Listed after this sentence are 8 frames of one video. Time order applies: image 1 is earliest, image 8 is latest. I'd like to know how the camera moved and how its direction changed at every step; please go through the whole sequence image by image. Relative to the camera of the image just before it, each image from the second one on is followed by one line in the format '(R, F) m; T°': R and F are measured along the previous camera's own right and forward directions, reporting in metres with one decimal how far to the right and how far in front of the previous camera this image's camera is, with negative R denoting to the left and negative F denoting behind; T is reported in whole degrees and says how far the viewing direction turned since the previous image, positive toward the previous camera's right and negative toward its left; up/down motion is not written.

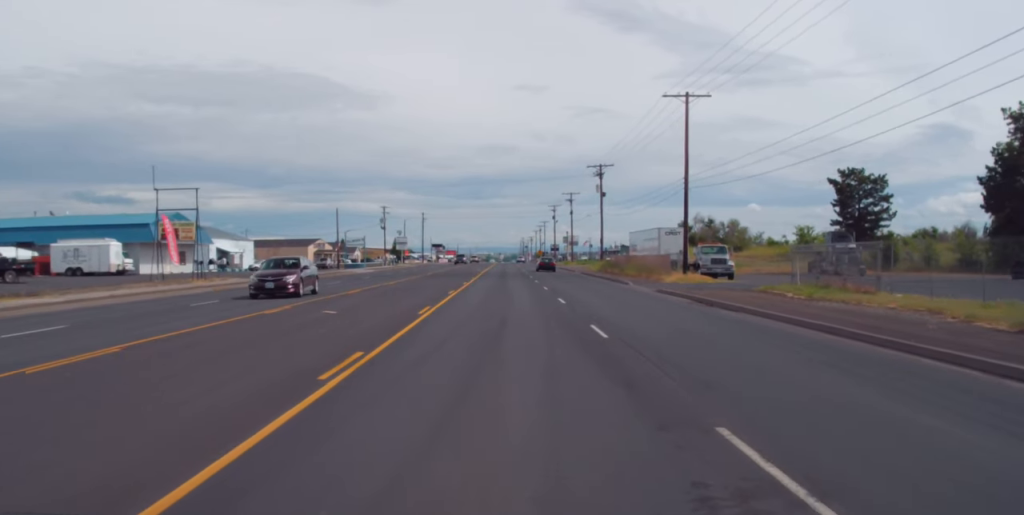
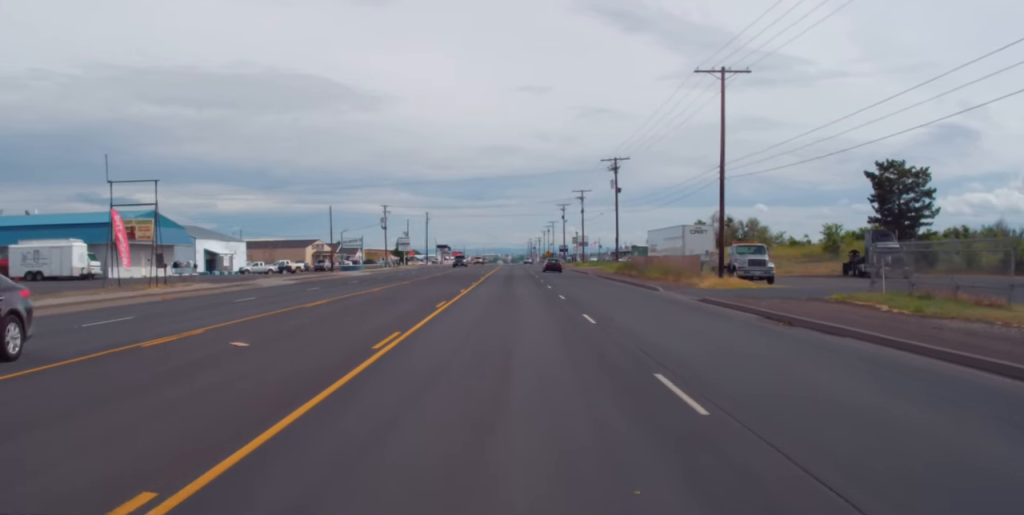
(-0.2, +8.4) m; -1°
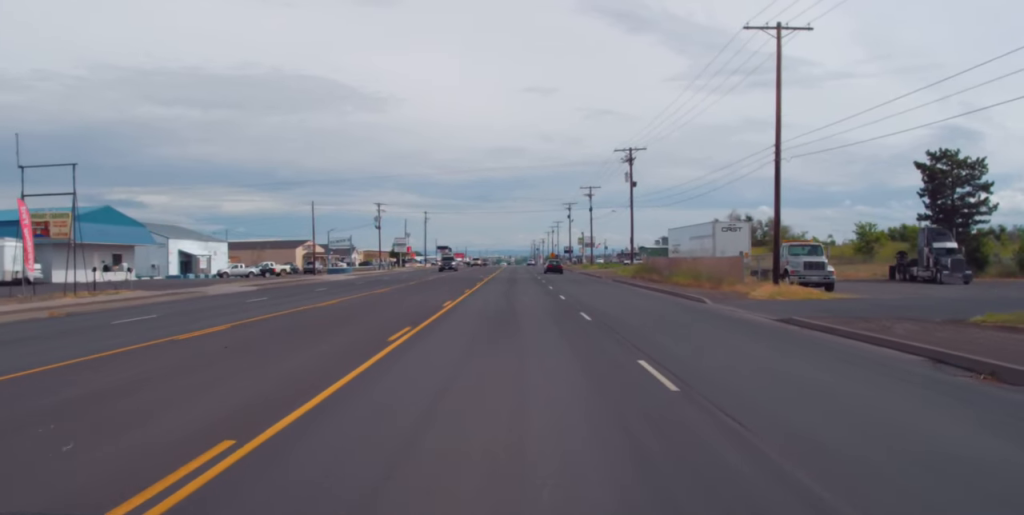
(-0.1, +10.5) m; +1°
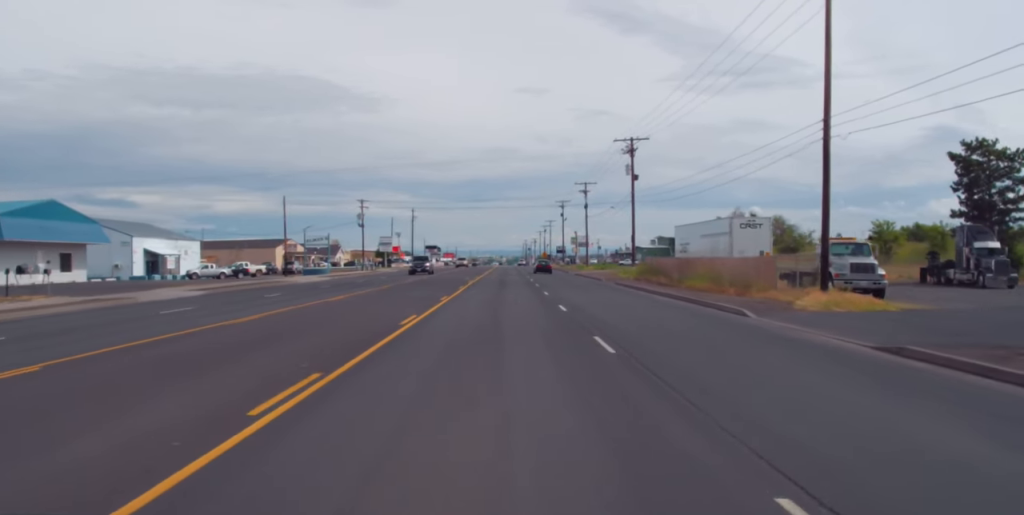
(0.0, +7.8) m; +1°
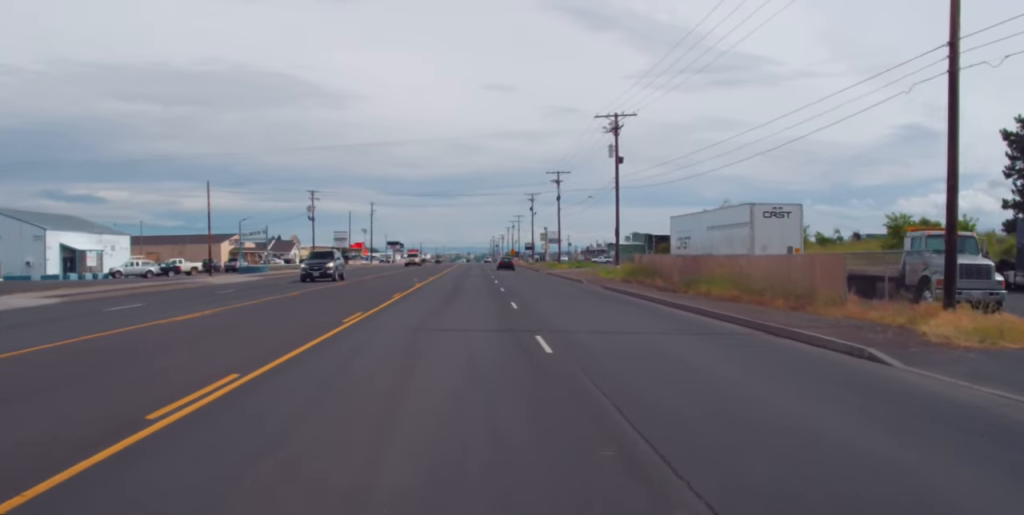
(+0.3, +12.5) m; +1°
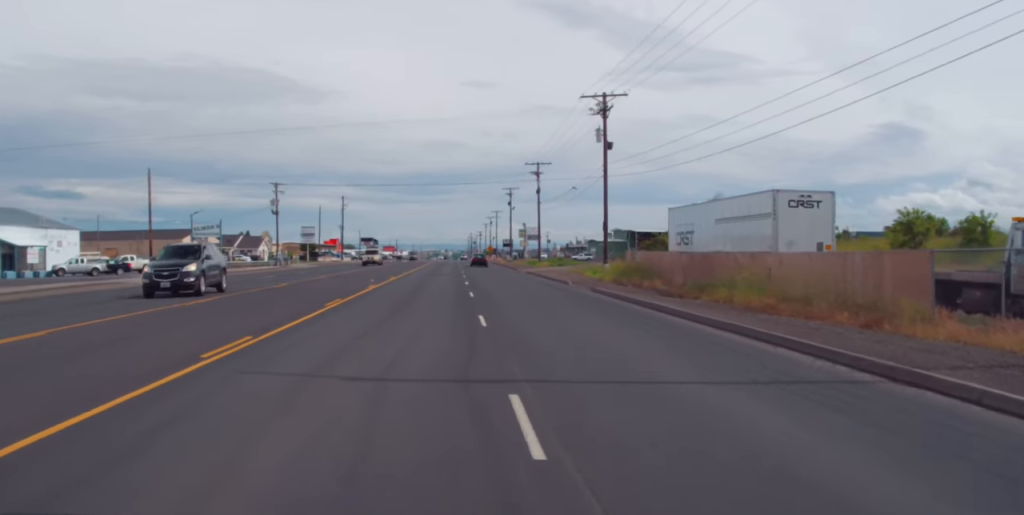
(+0.1, +7.8) m; 0°
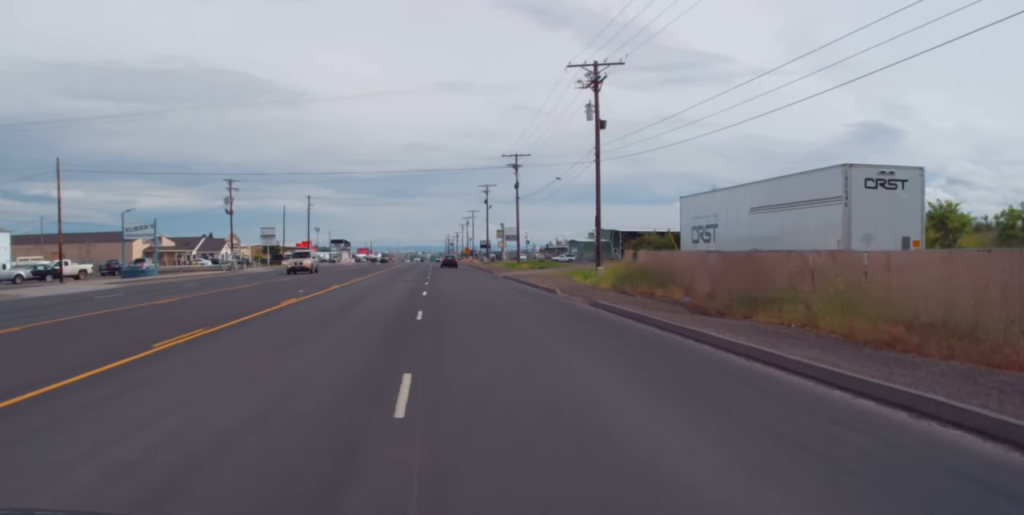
(0.0, +10.7) m; 0°
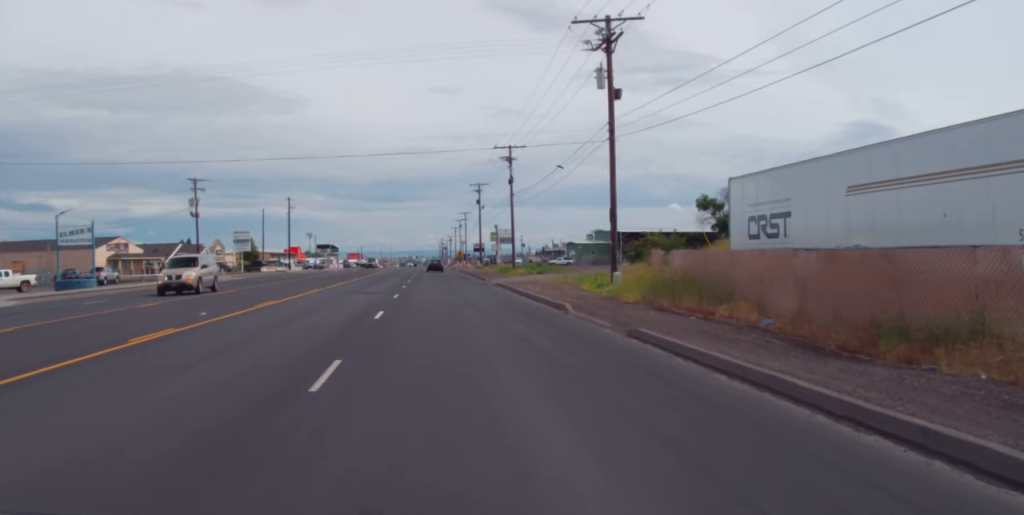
(0.0, +10.6) m; -1°
